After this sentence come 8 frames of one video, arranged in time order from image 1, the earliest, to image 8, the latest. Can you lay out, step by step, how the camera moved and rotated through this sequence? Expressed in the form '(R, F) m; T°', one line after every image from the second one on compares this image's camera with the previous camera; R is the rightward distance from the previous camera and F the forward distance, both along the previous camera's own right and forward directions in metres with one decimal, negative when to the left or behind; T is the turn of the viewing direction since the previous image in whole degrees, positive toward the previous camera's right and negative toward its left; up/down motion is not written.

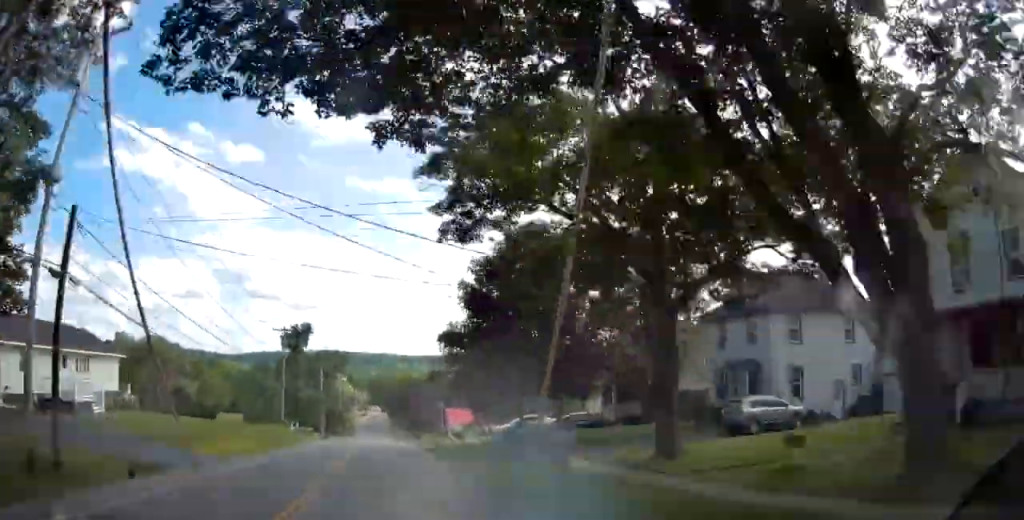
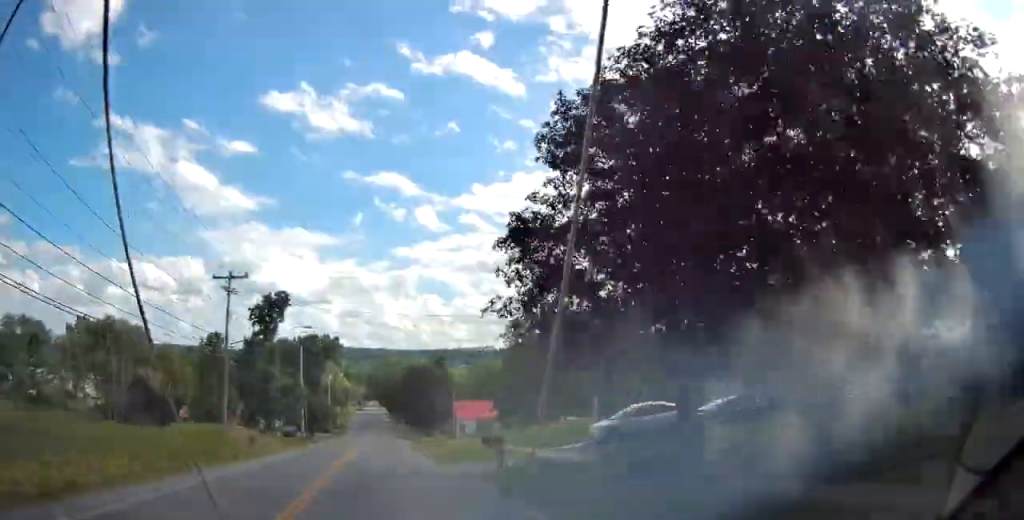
(+0.5, +30.2) m; +1°
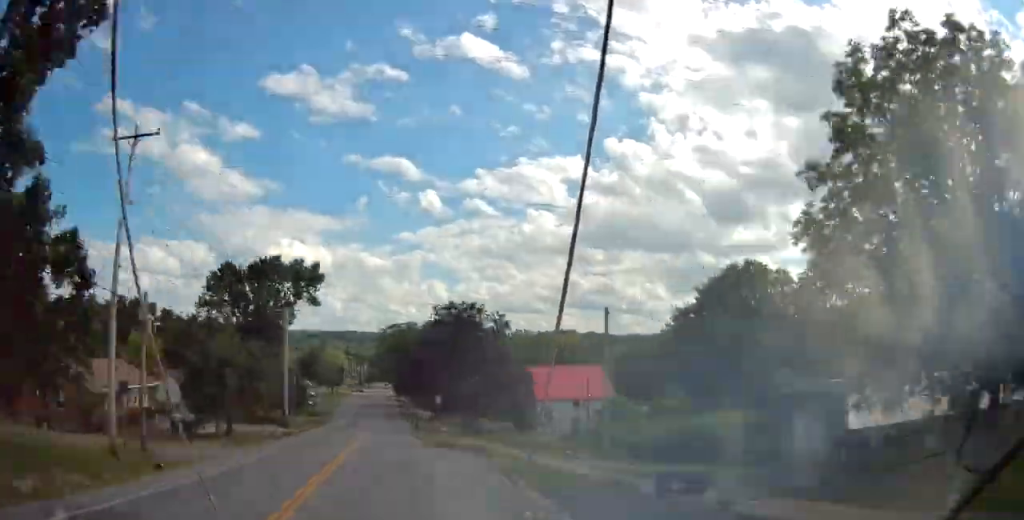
(+1.8, +73.5) m; +2°
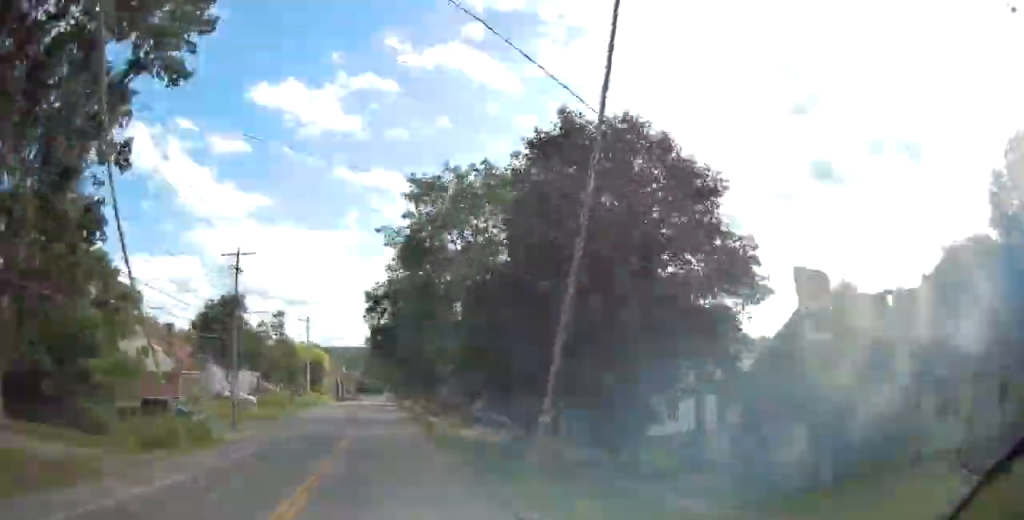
(+0.5, +68.5) m; 0°
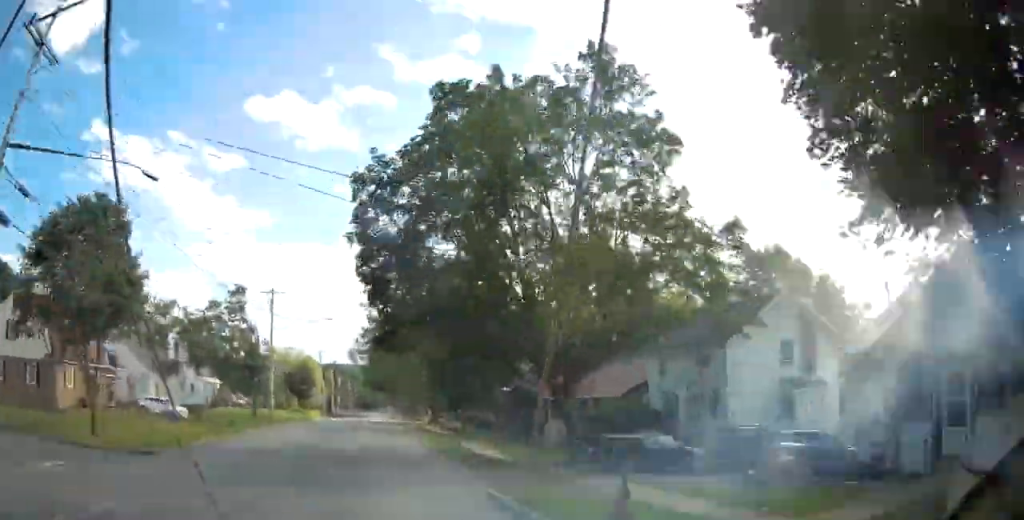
(0.0, +26.1) m; 0°
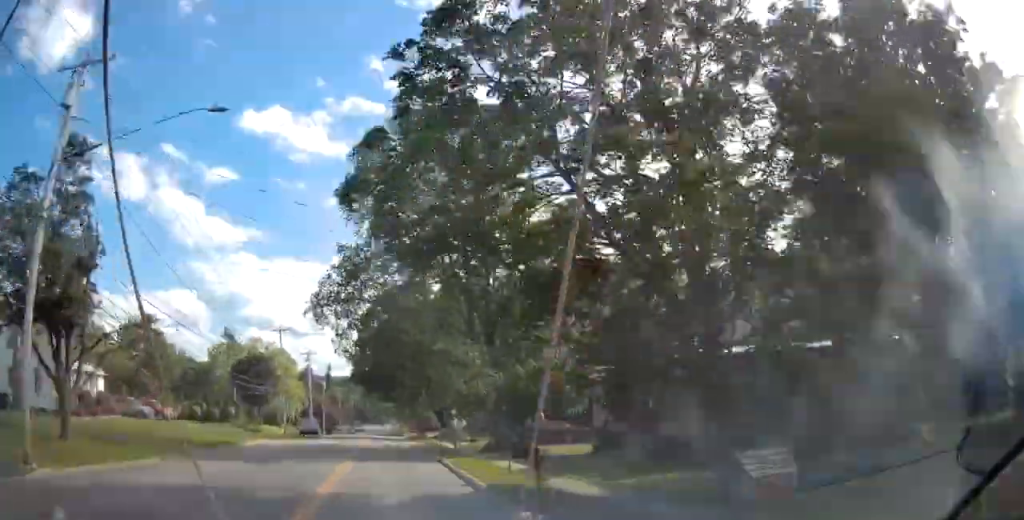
(0.0, +35.2) m; 0°
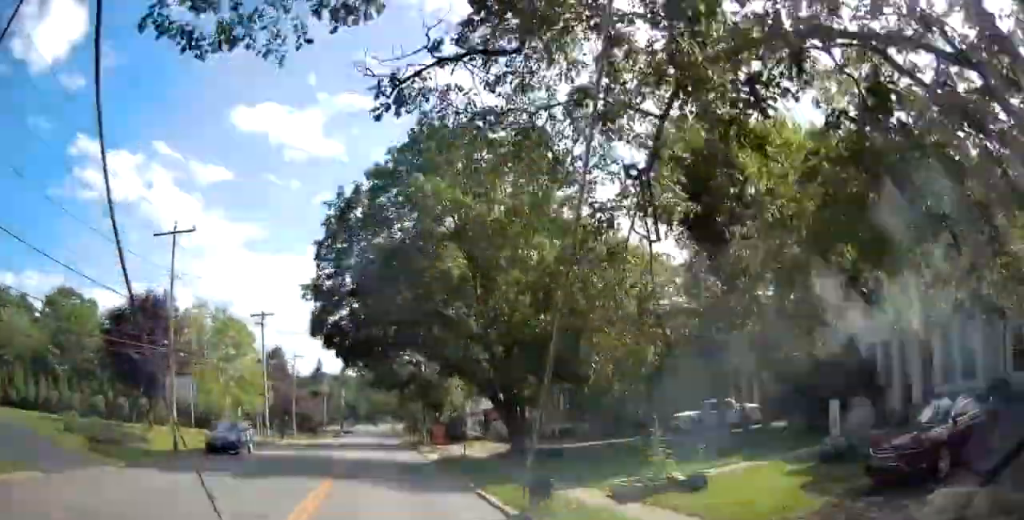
(0.0, +30.0) m; 0°
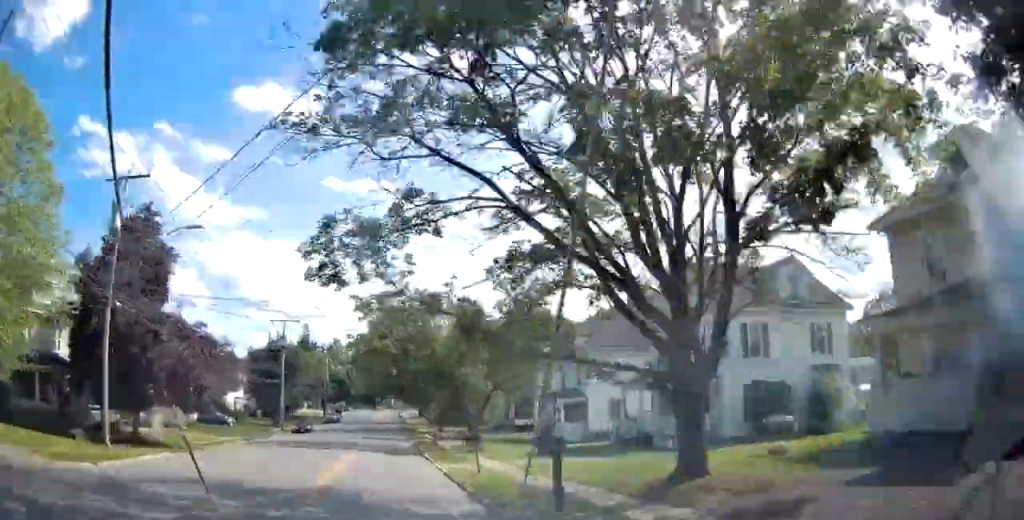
(+0.1, +47.6) m; 0°
